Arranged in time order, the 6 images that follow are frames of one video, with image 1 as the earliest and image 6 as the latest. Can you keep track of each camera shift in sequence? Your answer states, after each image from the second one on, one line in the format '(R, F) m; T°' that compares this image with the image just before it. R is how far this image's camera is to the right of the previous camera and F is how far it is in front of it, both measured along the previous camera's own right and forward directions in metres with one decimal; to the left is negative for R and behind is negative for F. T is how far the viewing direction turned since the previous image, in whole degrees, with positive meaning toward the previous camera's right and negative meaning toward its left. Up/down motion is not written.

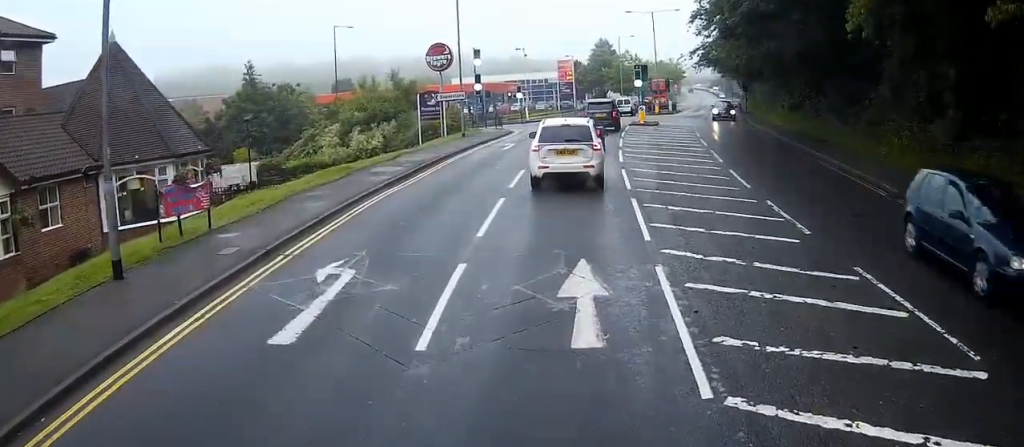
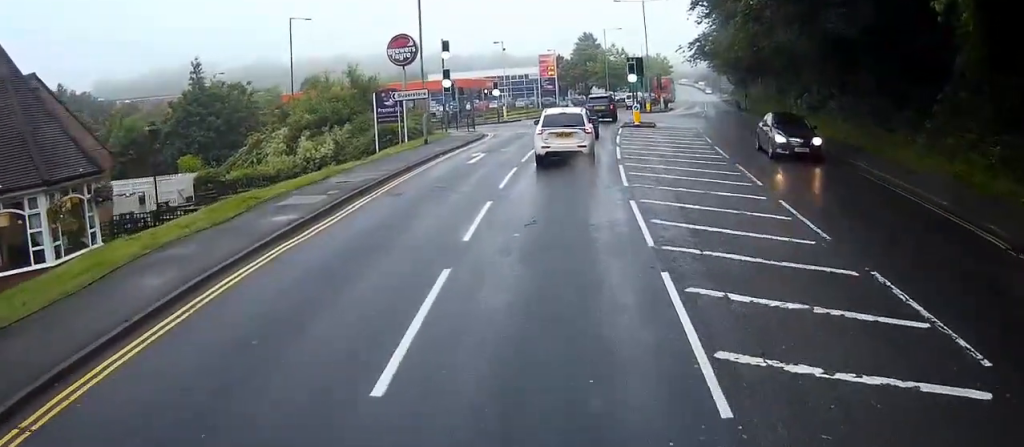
(+0.1, +6.6) m; +5°
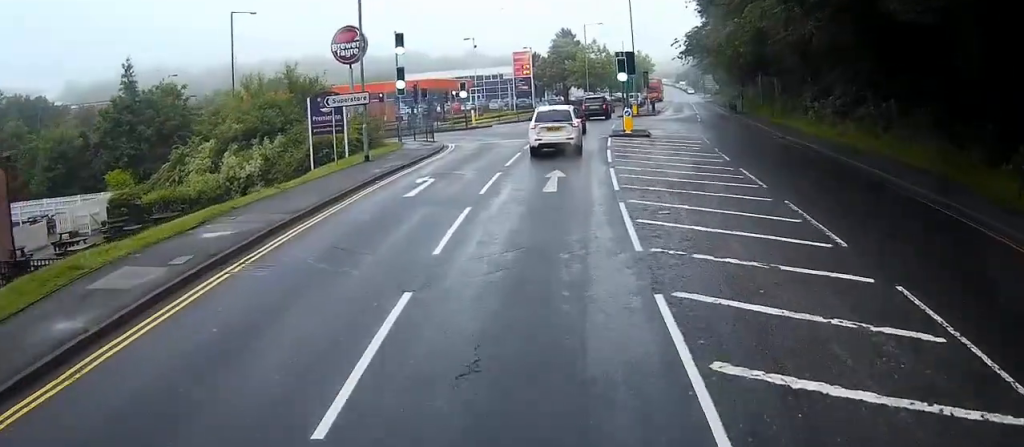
(+0.2, +5.4) m; +1°
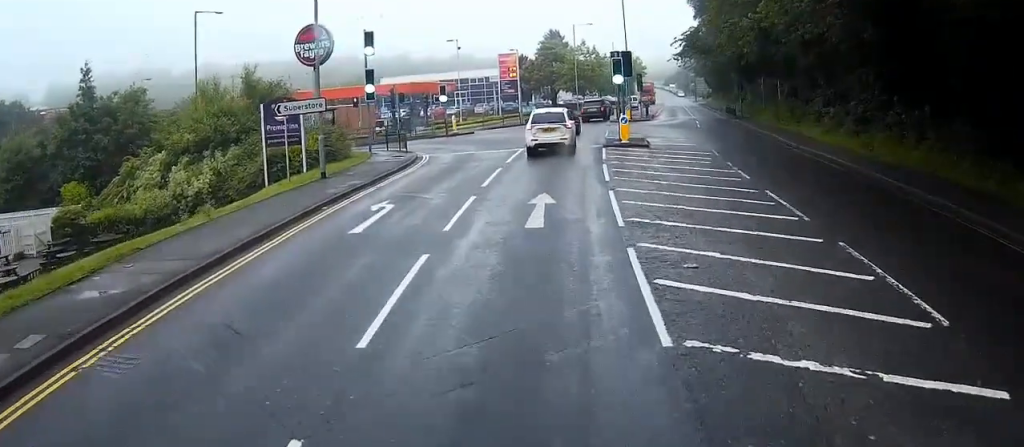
(0.0, +2.7) m; -2°
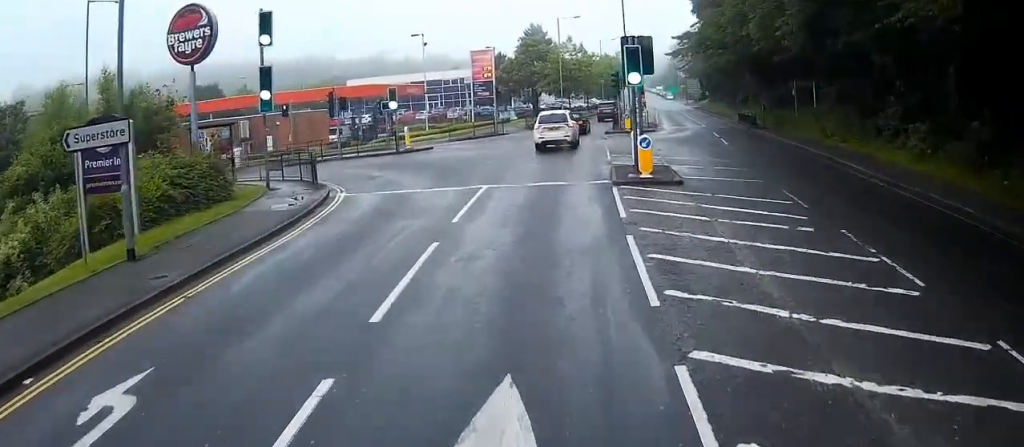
(-0.4, +8.5) m; -3°
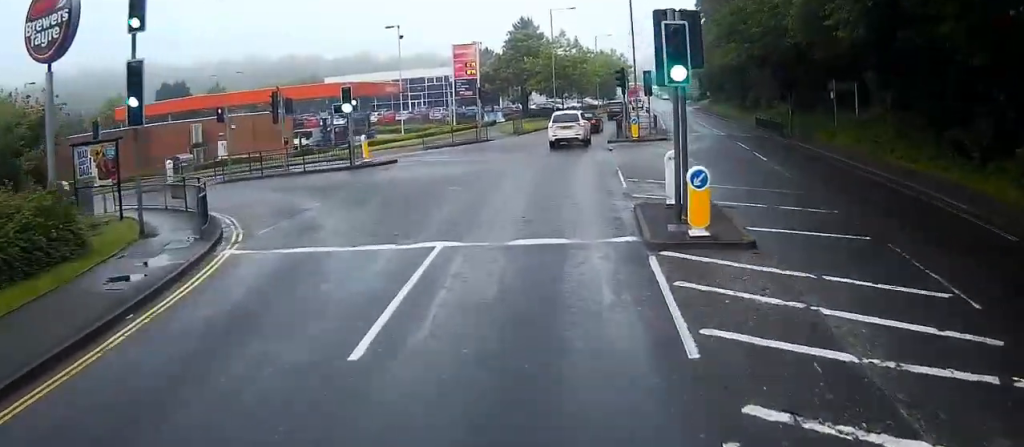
(+0.1, +6.5) m; +1°
